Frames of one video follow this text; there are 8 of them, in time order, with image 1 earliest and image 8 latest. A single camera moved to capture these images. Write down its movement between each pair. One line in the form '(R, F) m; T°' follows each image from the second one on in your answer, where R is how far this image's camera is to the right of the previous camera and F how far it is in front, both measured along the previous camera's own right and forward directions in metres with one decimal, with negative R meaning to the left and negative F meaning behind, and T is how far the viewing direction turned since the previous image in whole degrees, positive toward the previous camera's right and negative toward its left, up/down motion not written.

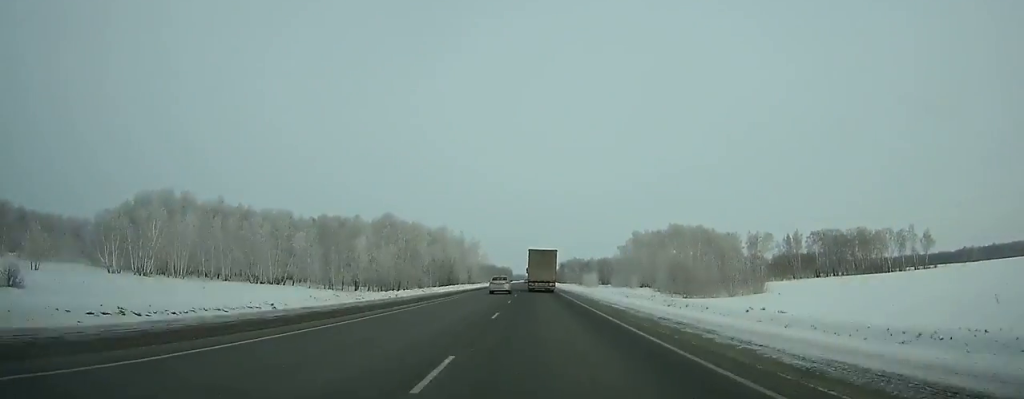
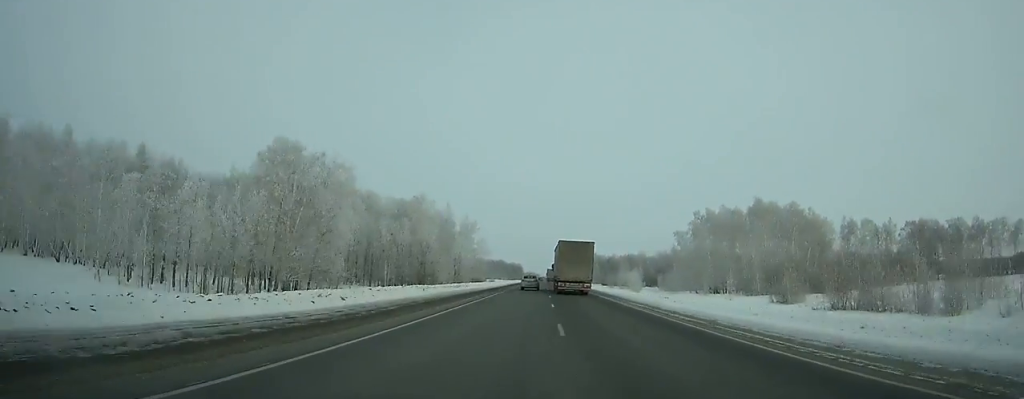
(-0.5, +67.7) m; 0°
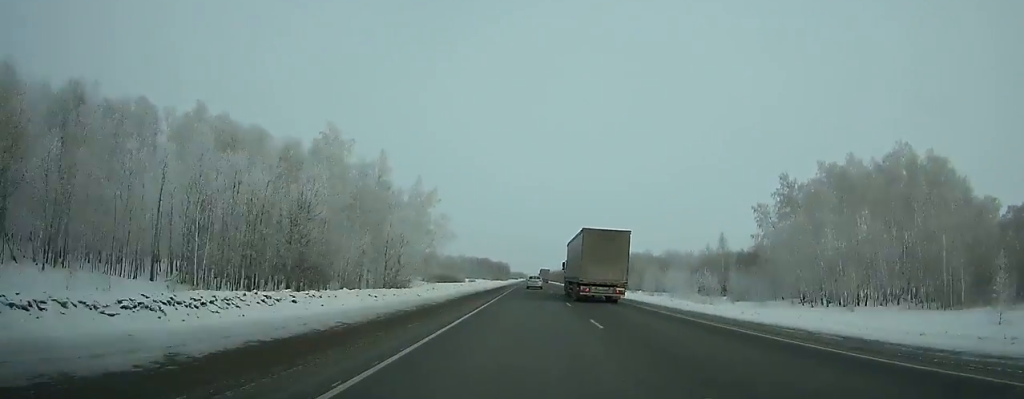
(+0.3, +60.3) m; 0°
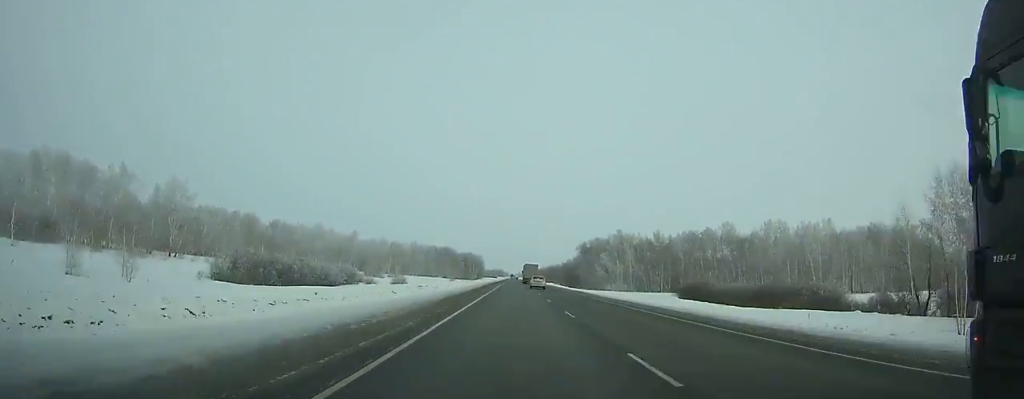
(+2.3, +163.9) m; +2°
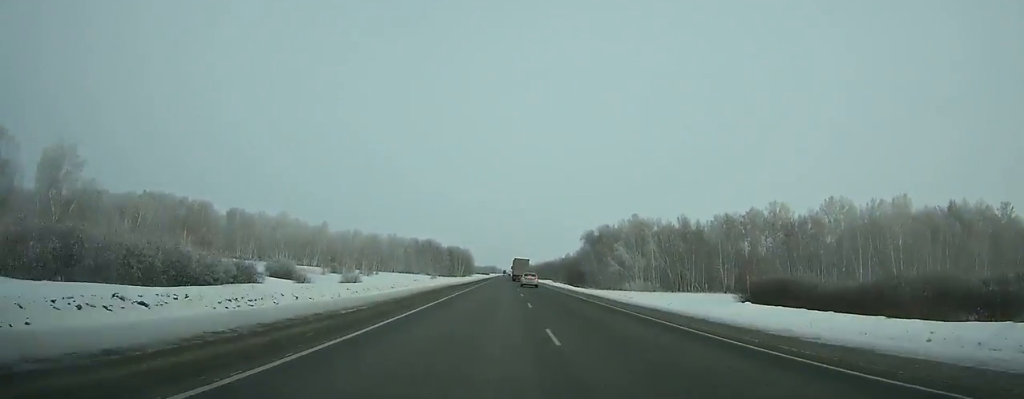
(+0.2, +41.7) m; 0°
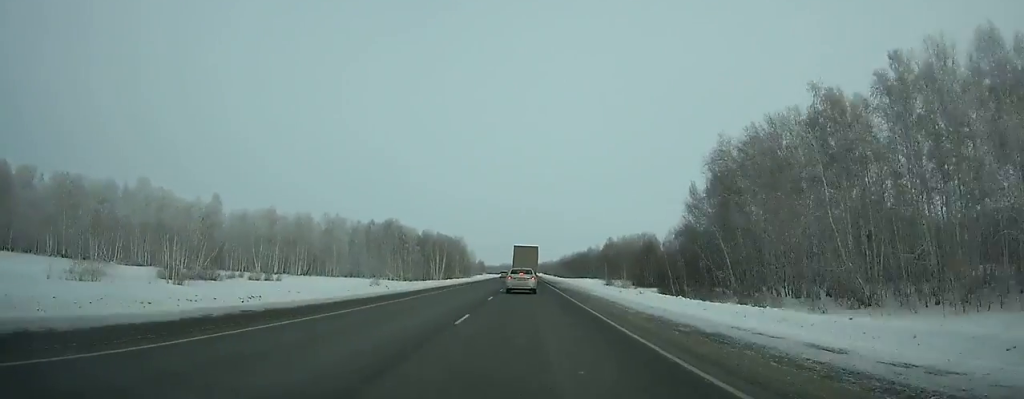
(-0.6, +121.3) m; -1°
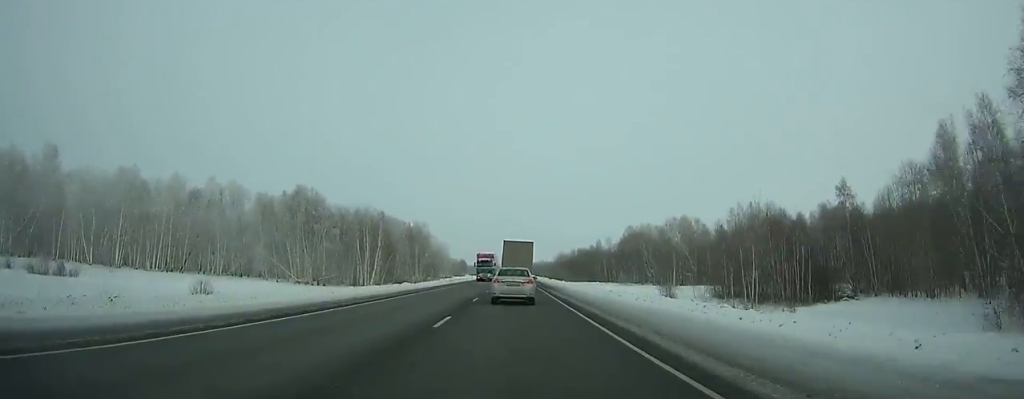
(-0.1, +73.8) m; 0°
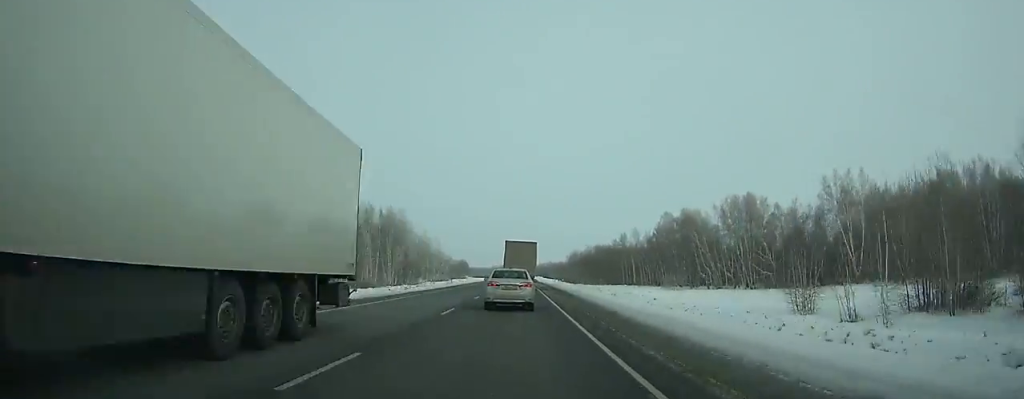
(0.0, +45.9) m; 0°
